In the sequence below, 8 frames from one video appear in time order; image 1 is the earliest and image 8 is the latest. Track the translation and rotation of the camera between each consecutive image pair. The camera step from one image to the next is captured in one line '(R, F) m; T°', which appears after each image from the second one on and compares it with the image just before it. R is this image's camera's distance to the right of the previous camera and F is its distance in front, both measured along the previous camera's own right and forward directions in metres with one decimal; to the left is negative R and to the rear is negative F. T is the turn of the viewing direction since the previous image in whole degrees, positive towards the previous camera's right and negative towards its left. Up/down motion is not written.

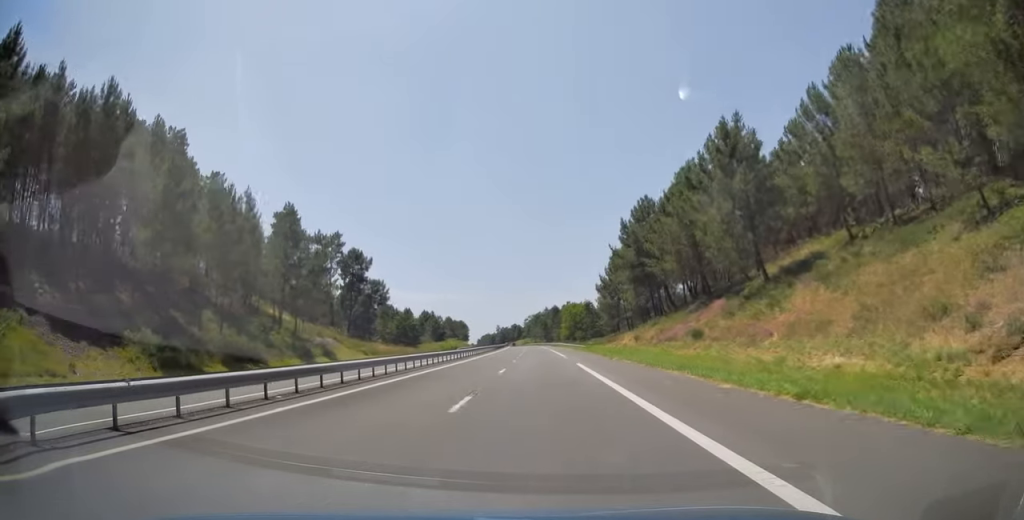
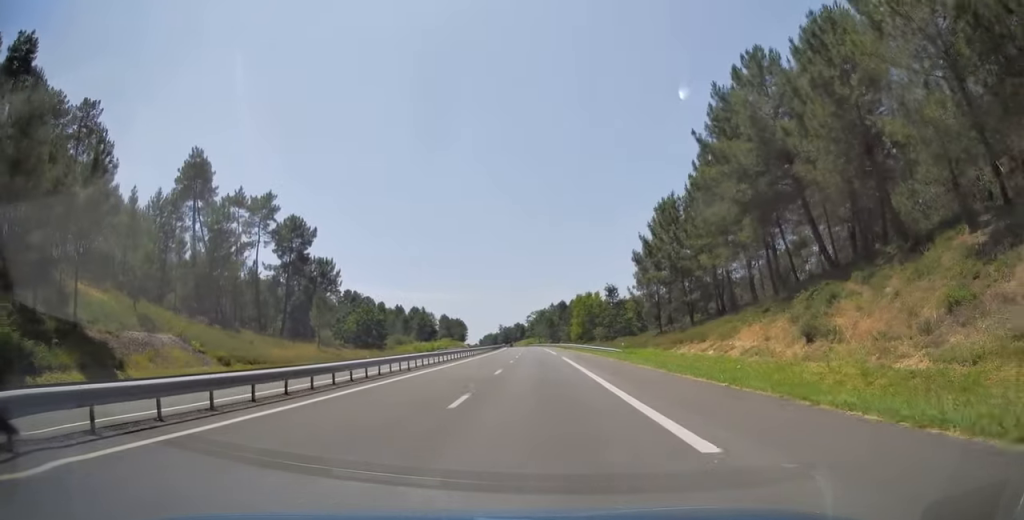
(-0.3, +38.6) m; 0°
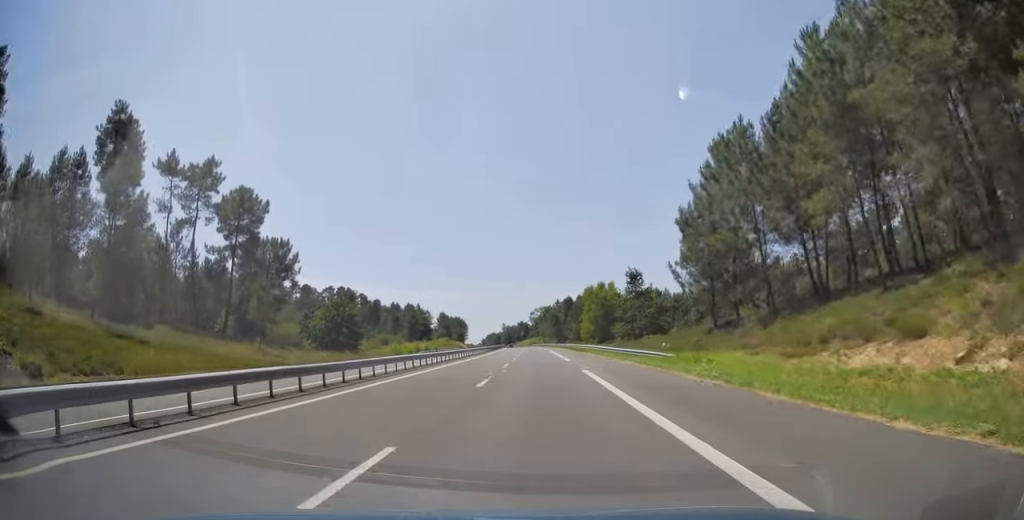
(0.0, +20.9) m; 0°
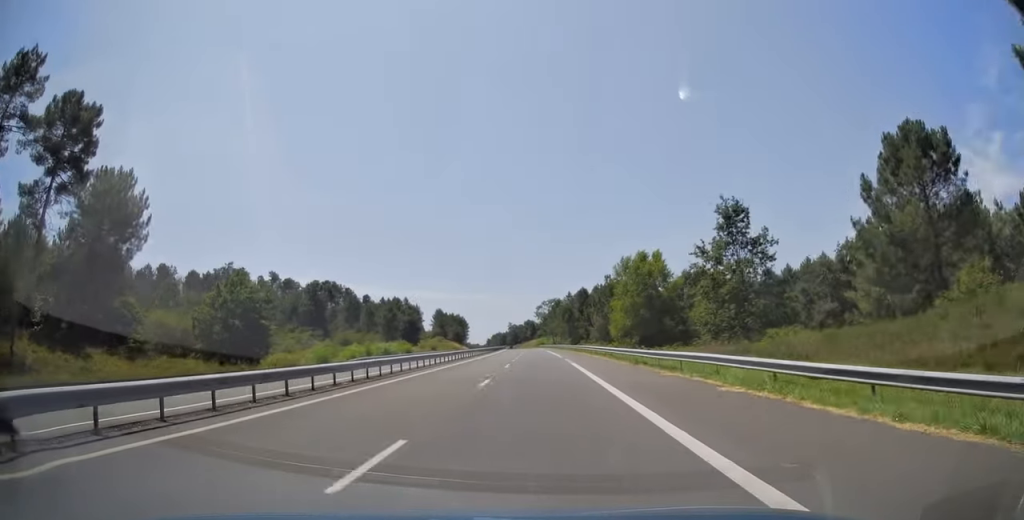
(-0.2, +39.1) m; -1°
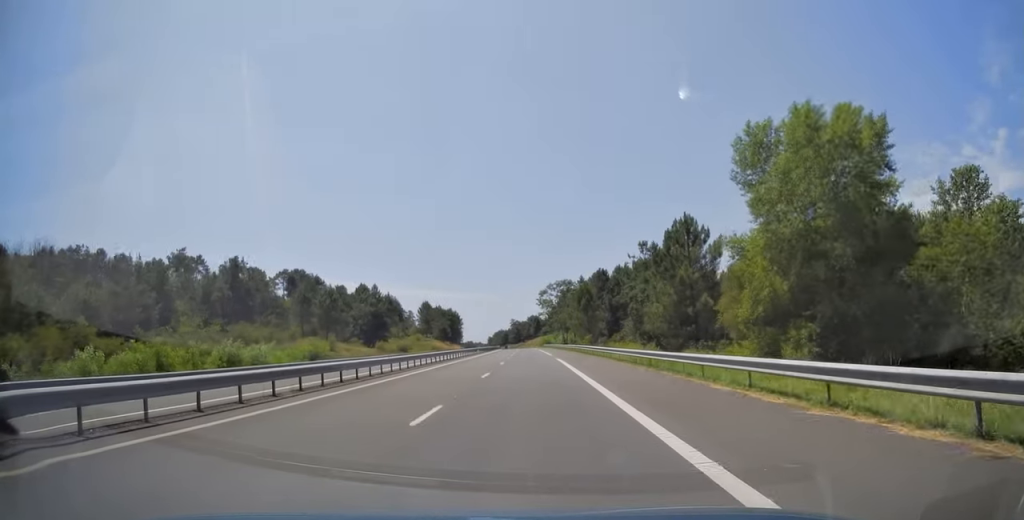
(-0.4, +48.2) m; -1°
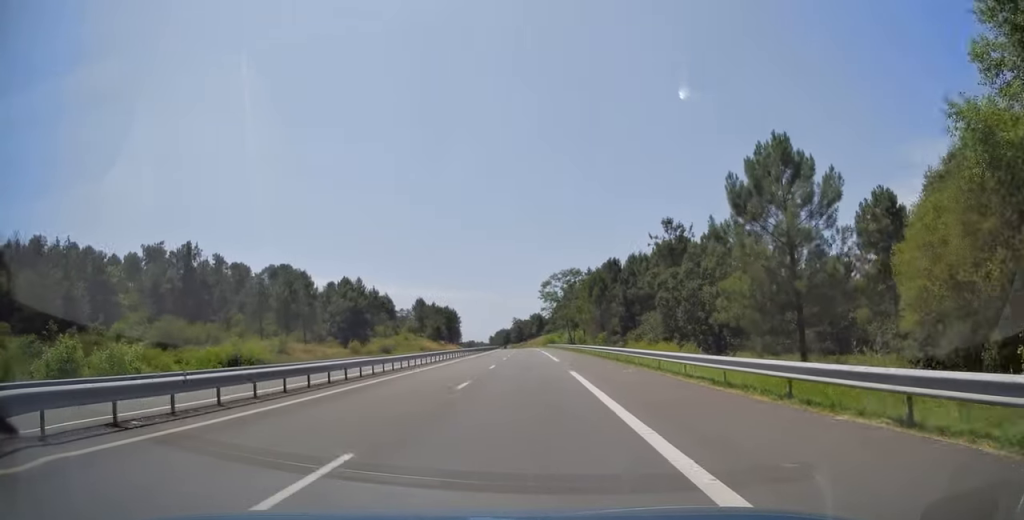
(-0.2, +18.8) m; 0°
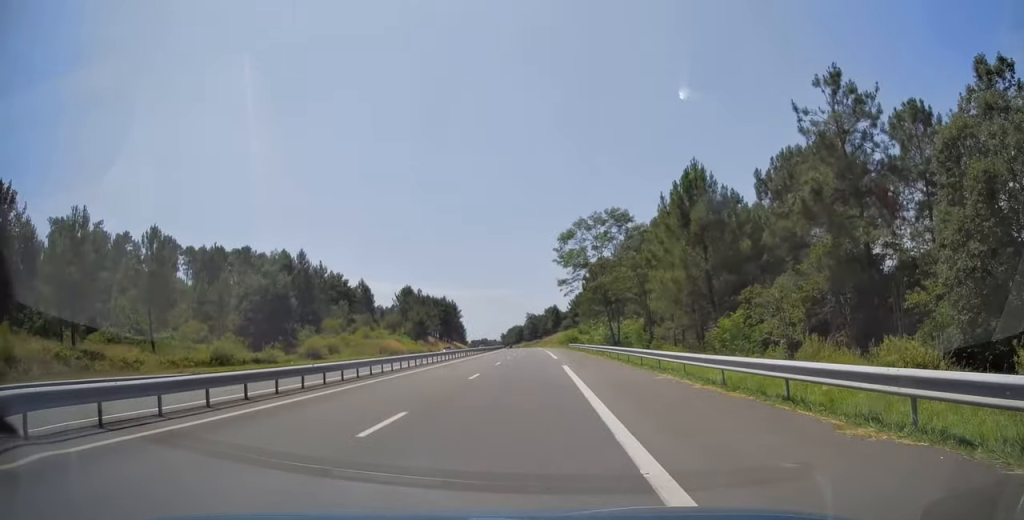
(-0.1, +48.2) m; -1°
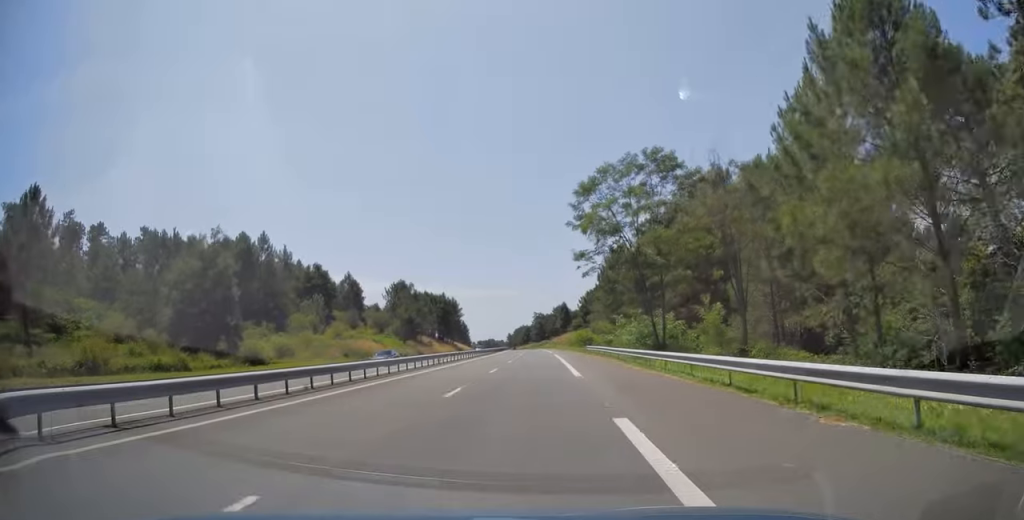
(-0.1, +19.9) m; -1°
